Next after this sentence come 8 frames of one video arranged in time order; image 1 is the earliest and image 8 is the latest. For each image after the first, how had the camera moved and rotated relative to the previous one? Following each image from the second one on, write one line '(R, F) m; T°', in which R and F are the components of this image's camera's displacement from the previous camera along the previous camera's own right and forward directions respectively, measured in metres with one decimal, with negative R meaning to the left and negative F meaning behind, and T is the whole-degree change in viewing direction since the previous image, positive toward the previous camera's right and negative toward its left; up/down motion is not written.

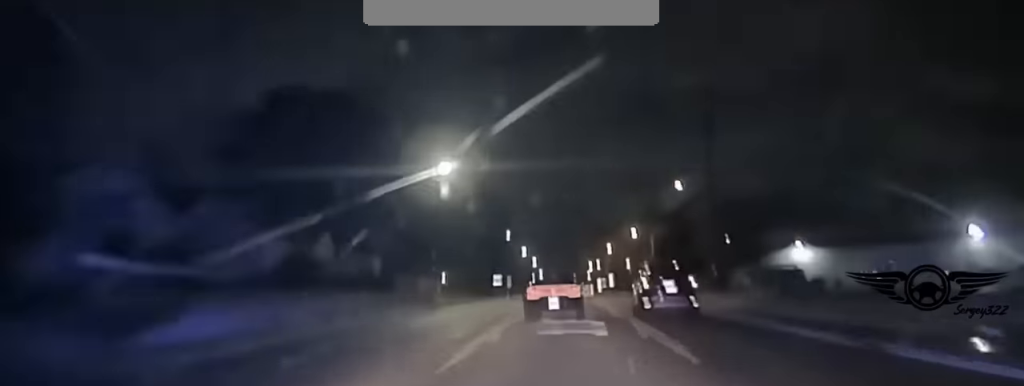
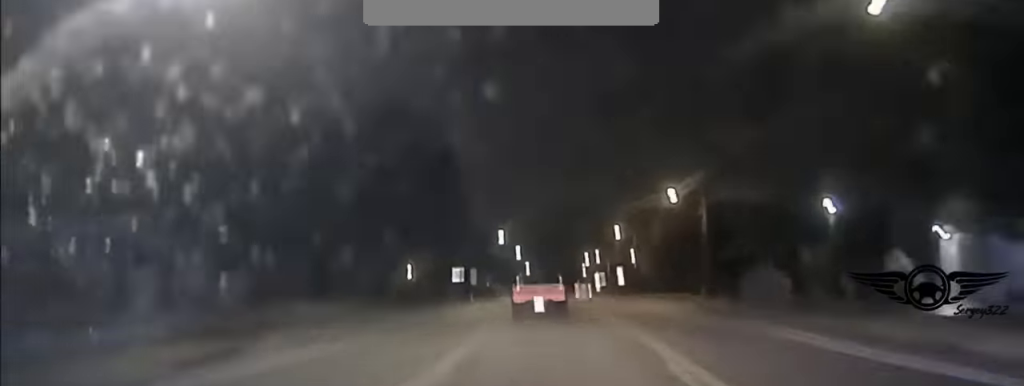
(+0.1, +45.2) m; 0°
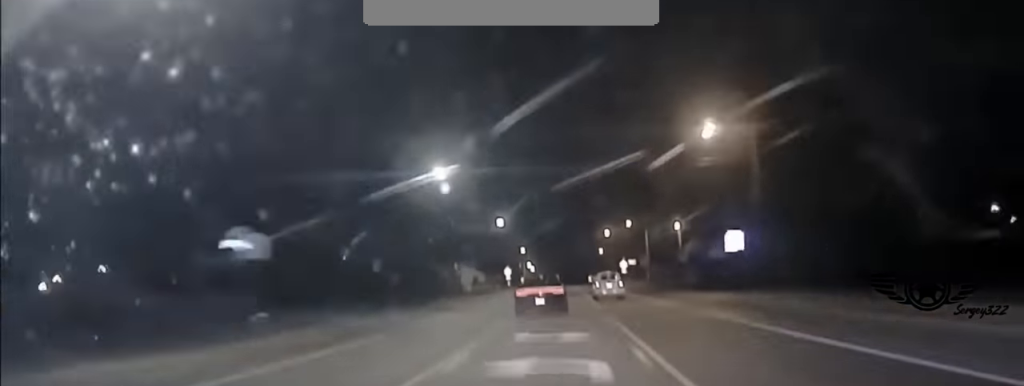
(-0.3, +76.1) m; 0°
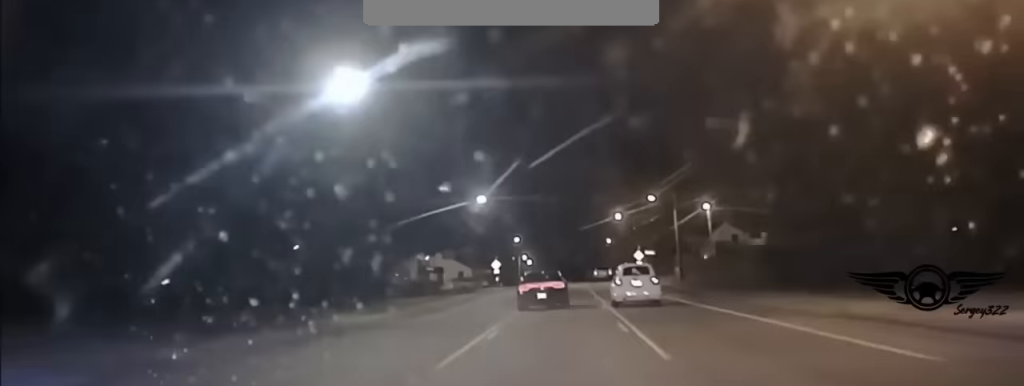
(-0.2, +31.9) m; 0°
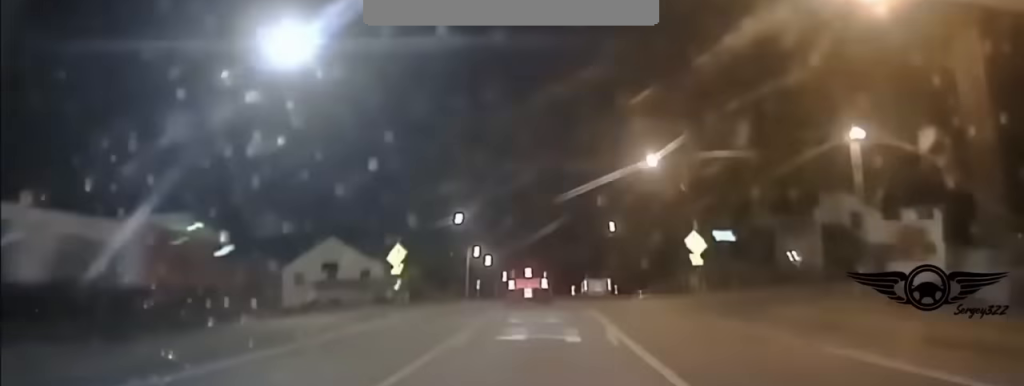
(+0.4, +65.1) m; +1°
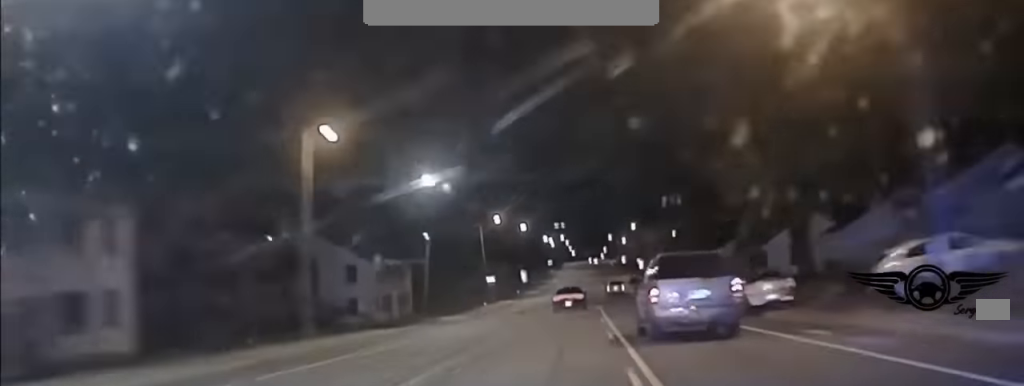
(-0.1, +69.6) m; 0°
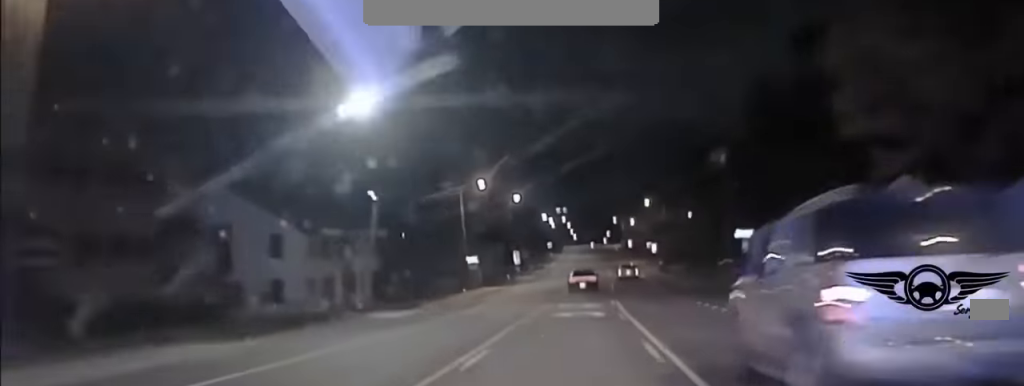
(-0.1, +17.7) m; 0°
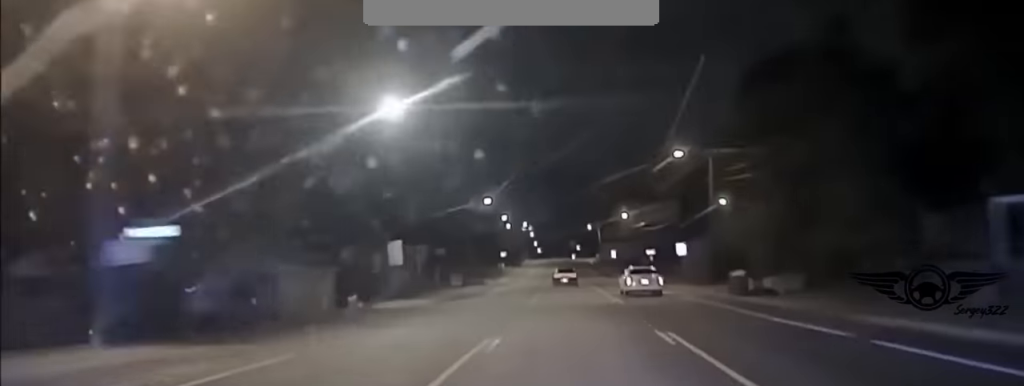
(+0.5, +53.9) m; +1°
